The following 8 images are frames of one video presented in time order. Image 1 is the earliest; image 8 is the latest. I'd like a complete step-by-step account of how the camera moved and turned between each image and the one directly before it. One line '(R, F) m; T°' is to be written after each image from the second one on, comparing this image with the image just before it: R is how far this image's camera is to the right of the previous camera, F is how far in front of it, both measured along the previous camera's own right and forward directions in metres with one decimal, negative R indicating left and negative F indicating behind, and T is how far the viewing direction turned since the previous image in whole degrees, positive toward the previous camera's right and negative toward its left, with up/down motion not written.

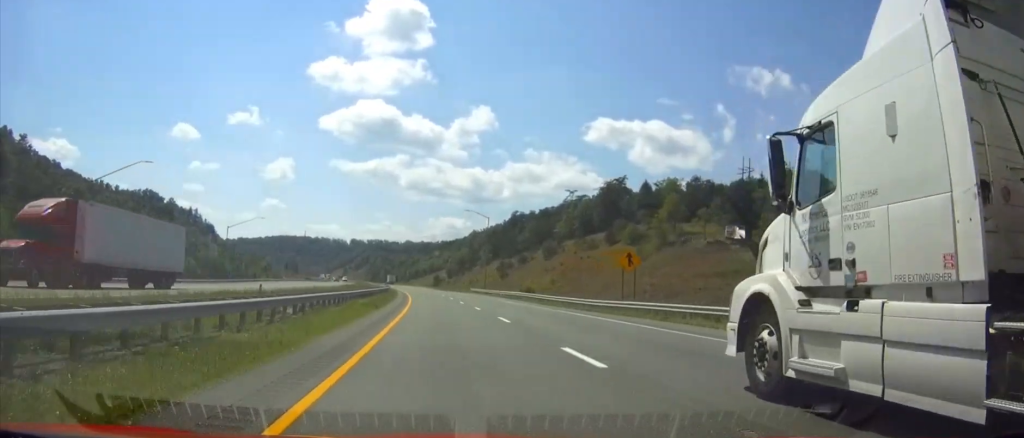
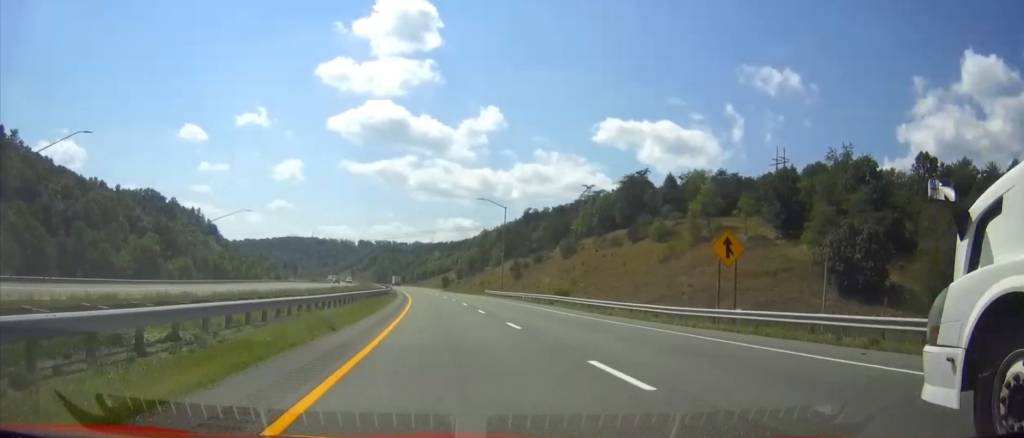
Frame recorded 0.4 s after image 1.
(-0.3, +14.6) m; -1°
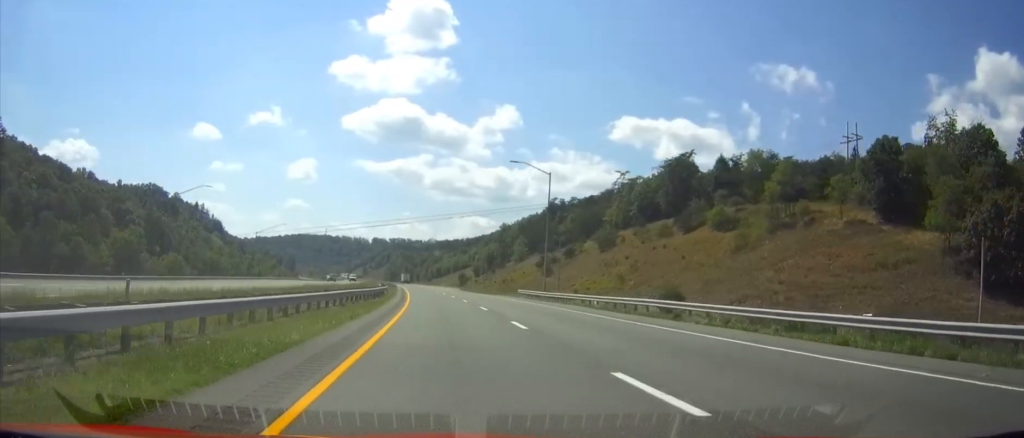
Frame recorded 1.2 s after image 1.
(-0.3, +25.9) m; -1°
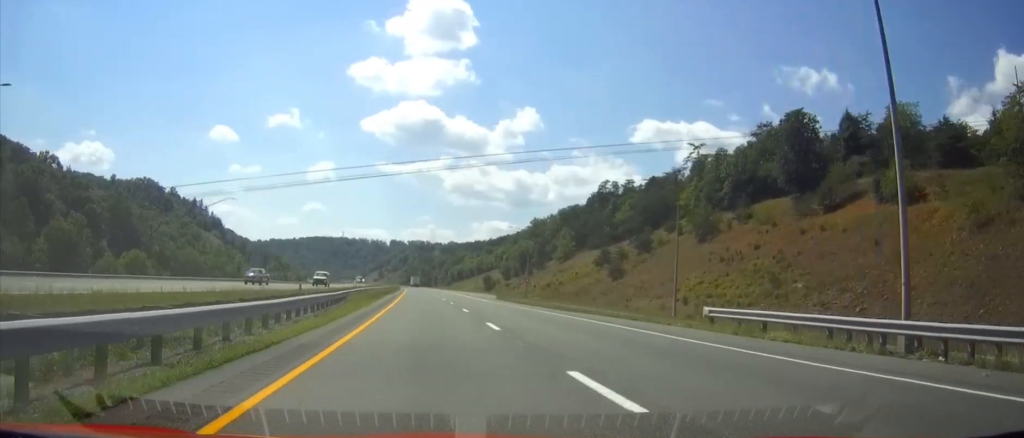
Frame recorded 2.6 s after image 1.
(-1.0, +48.7) m; -3°
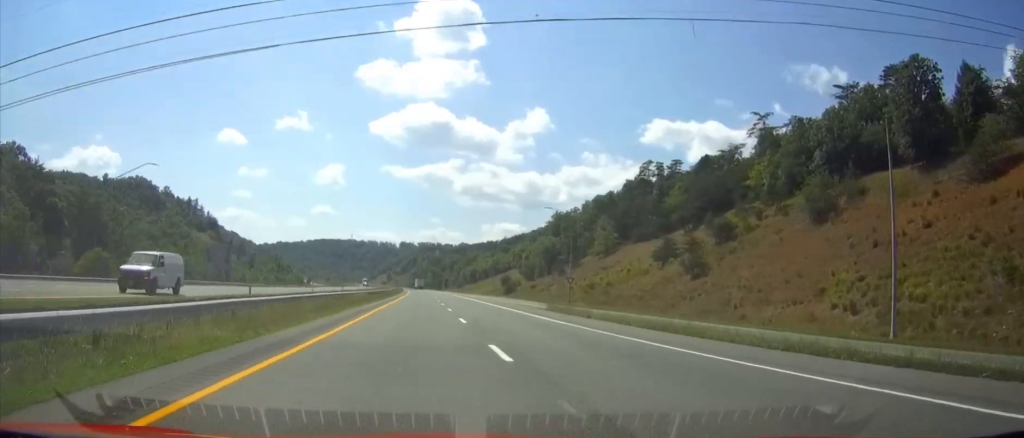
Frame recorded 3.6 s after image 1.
(-0.7, +32.0) m; -2°
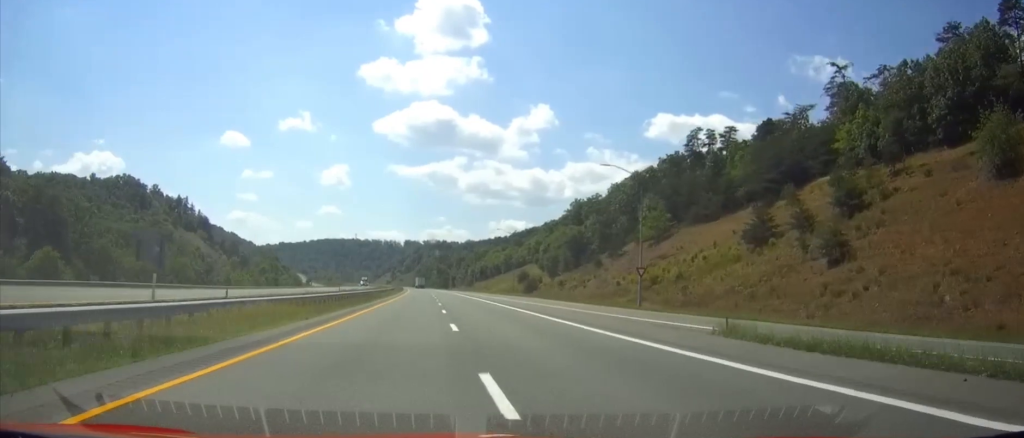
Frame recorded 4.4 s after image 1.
(-0.4, +29.8) m; -1°
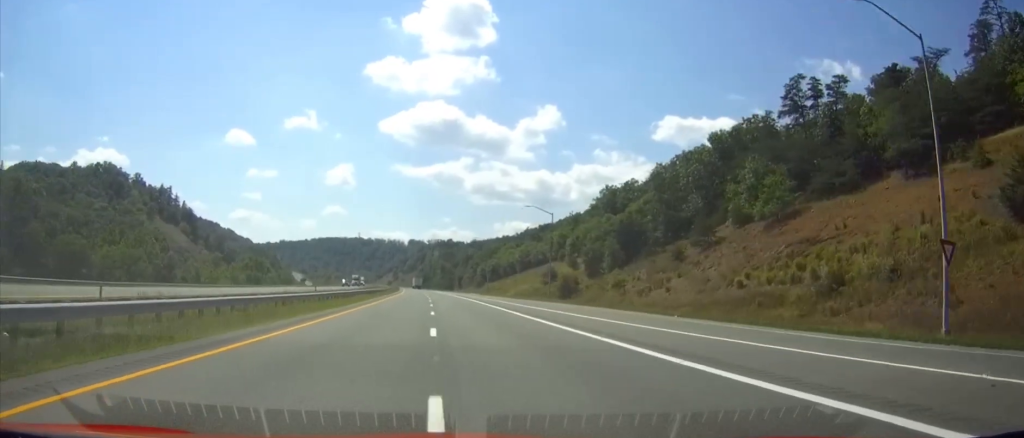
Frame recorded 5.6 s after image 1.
(0.0, +39.2) m; 0°
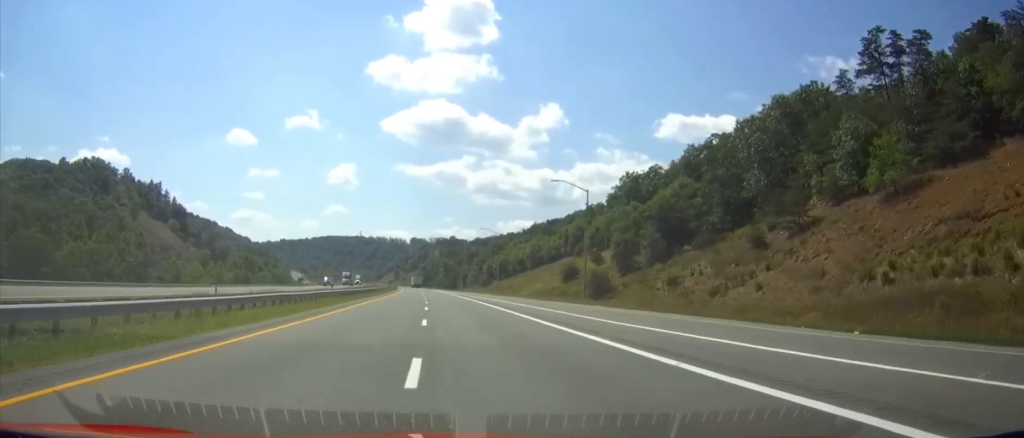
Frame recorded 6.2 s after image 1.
(0.0, +20.8) m; 0°
